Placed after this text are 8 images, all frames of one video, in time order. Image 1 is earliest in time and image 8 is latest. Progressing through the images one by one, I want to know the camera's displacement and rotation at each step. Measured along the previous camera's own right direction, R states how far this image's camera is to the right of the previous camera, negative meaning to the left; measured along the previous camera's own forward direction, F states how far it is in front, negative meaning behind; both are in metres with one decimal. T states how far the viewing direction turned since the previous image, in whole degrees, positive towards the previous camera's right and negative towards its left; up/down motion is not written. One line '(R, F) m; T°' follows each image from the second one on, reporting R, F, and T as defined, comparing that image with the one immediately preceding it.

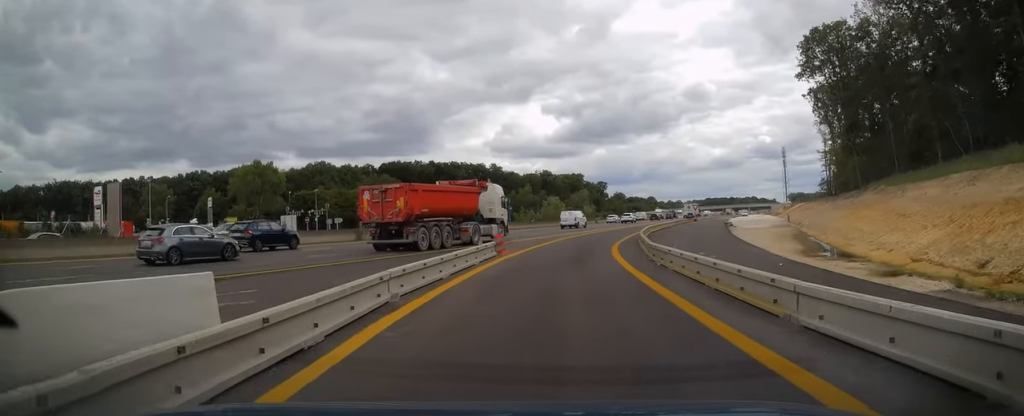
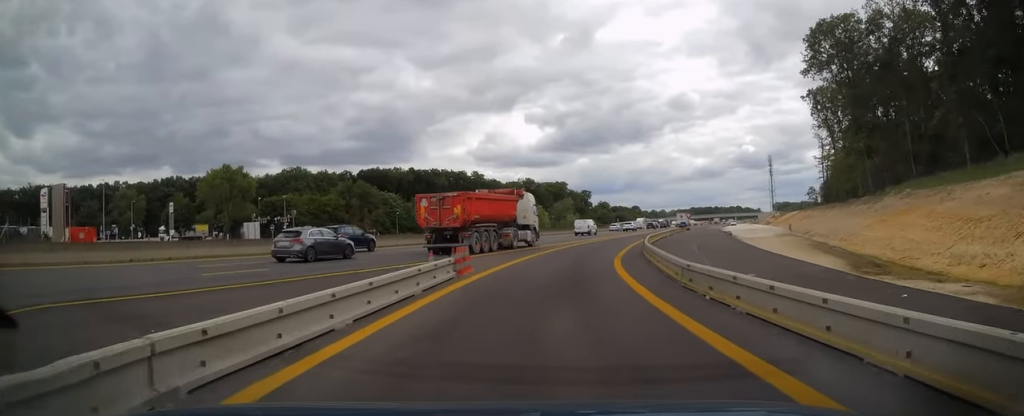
(+0.2, +6.6) m; +2°
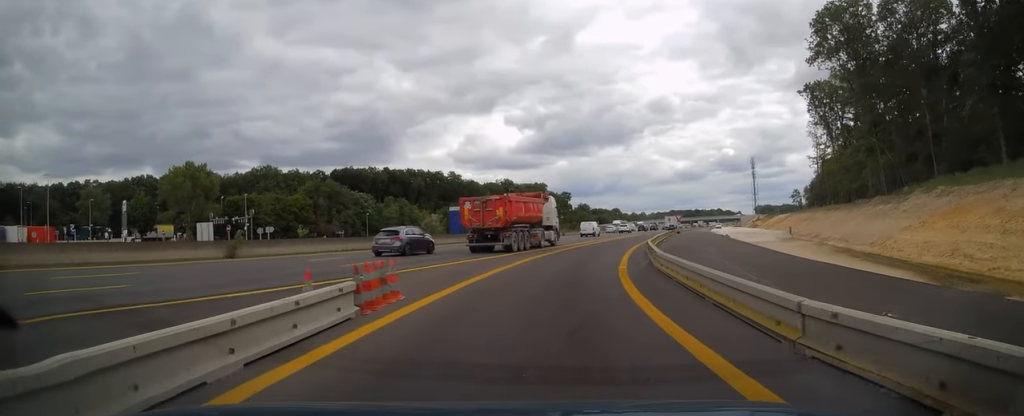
(0.0, +7.1) m; +2°
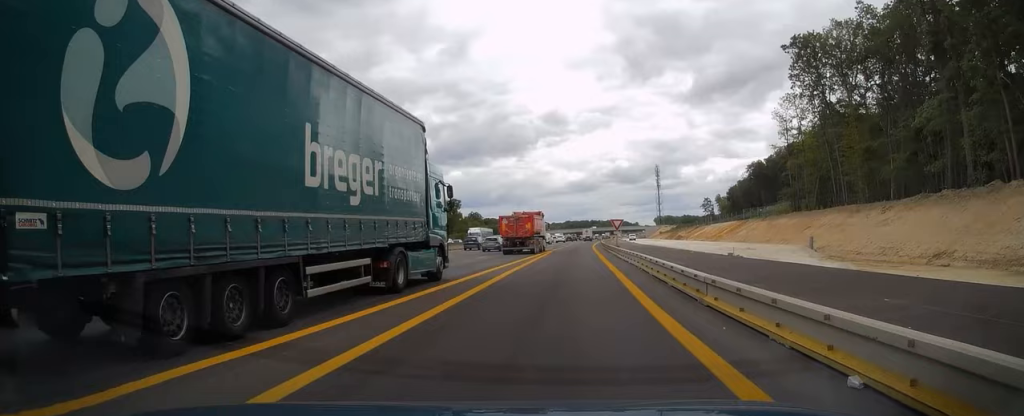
(+2.6, +32.0) m; +9°
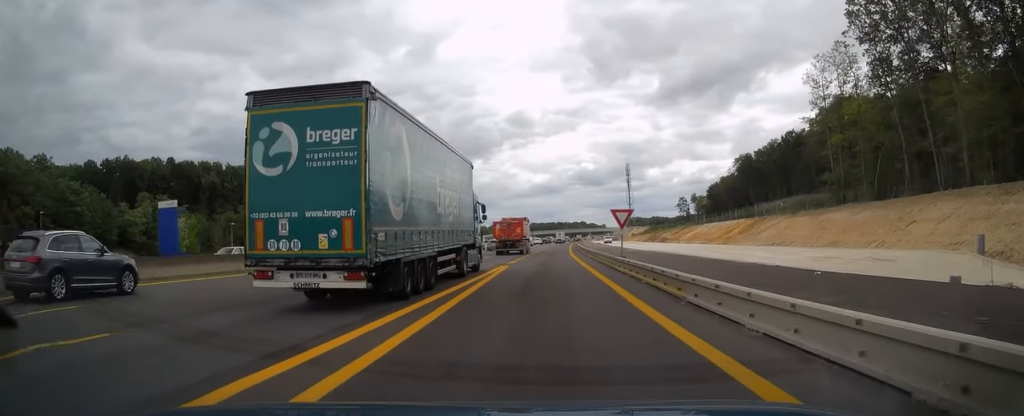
(+1.1, +22.8) m; +4°
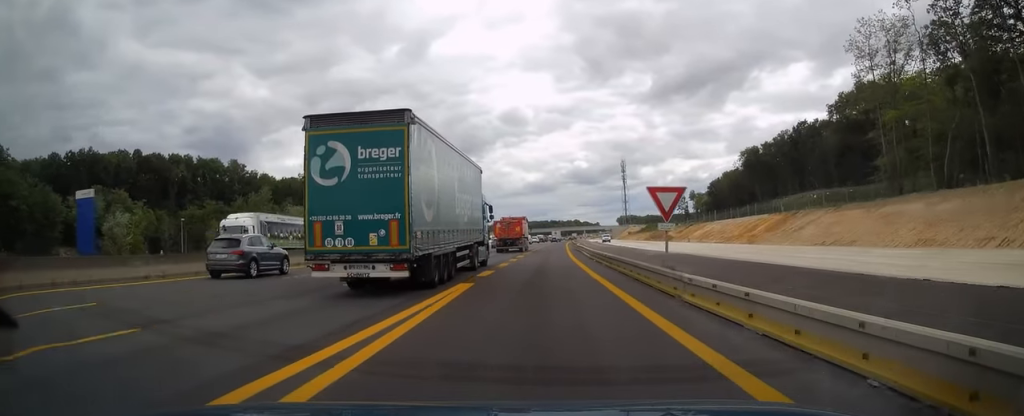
(+0.1, +12.1) m; +1°
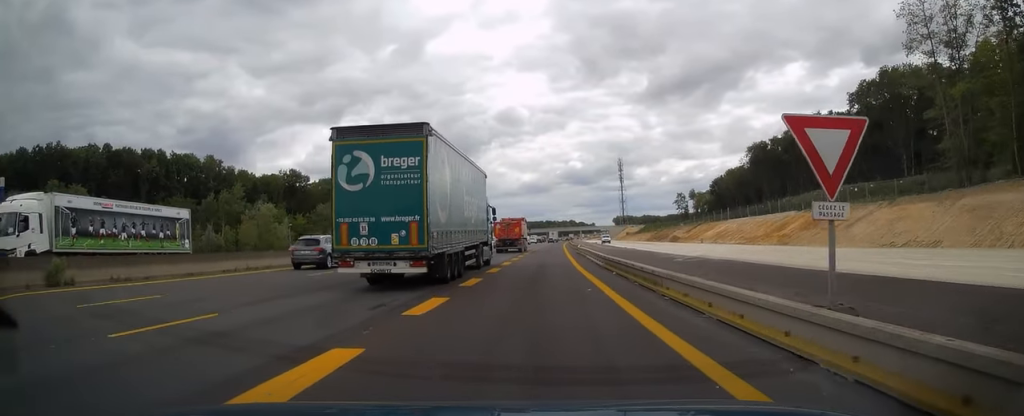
(0.0, +10.3) m; 0°
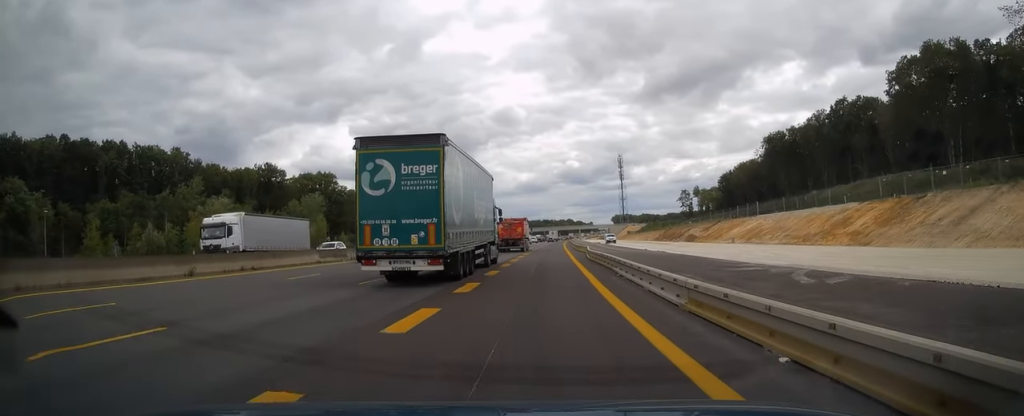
(0.0, +14.9) m; 0°
